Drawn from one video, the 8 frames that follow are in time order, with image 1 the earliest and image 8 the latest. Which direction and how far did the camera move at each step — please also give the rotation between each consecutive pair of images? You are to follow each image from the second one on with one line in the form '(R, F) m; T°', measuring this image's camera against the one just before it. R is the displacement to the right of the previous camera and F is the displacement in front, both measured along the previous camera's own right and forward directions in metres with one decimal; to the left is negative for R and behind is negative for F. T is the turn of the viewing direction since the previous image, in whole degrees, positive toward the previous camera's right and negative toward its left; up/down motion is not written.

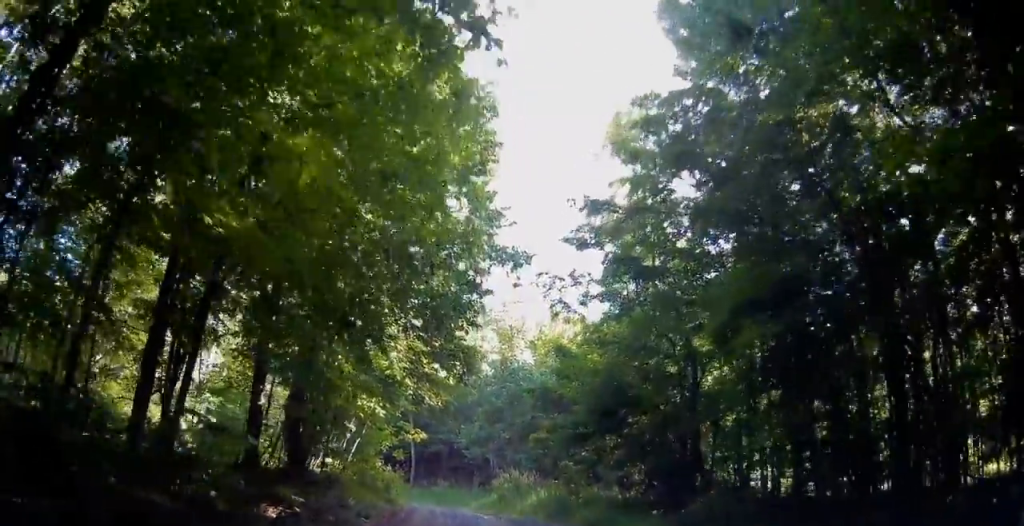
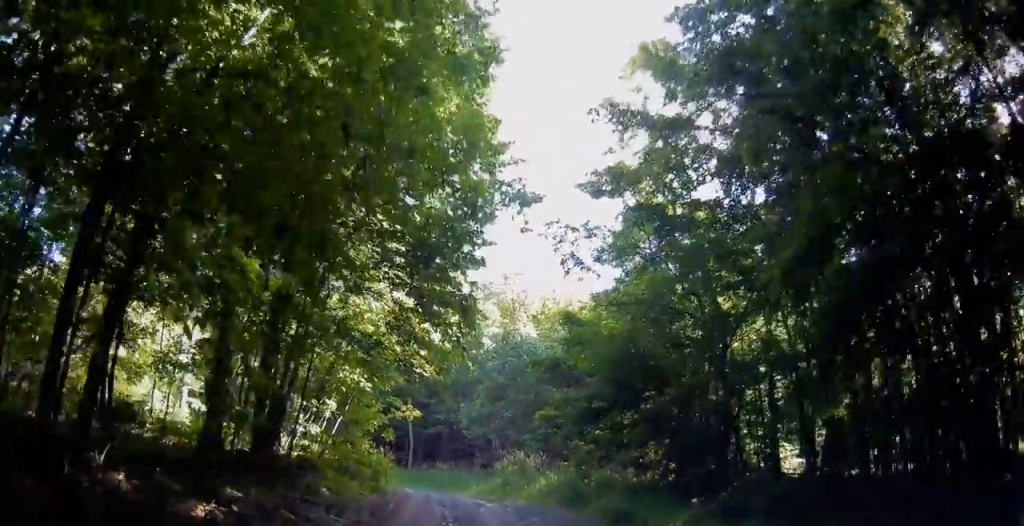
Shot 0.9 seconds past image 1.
(-0.1, +2.0) m; 0°
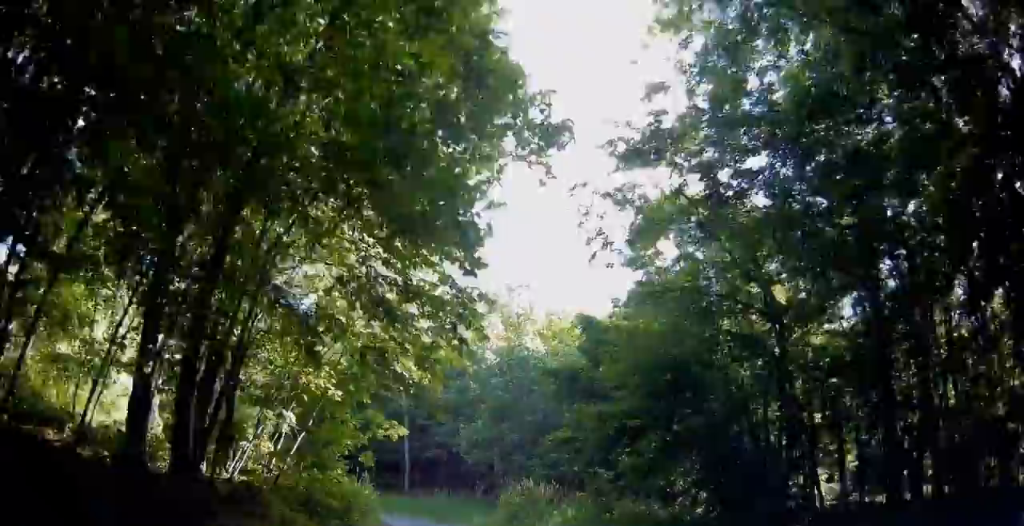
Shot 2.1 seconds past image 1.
(+0.1, +2.7) m; 0°
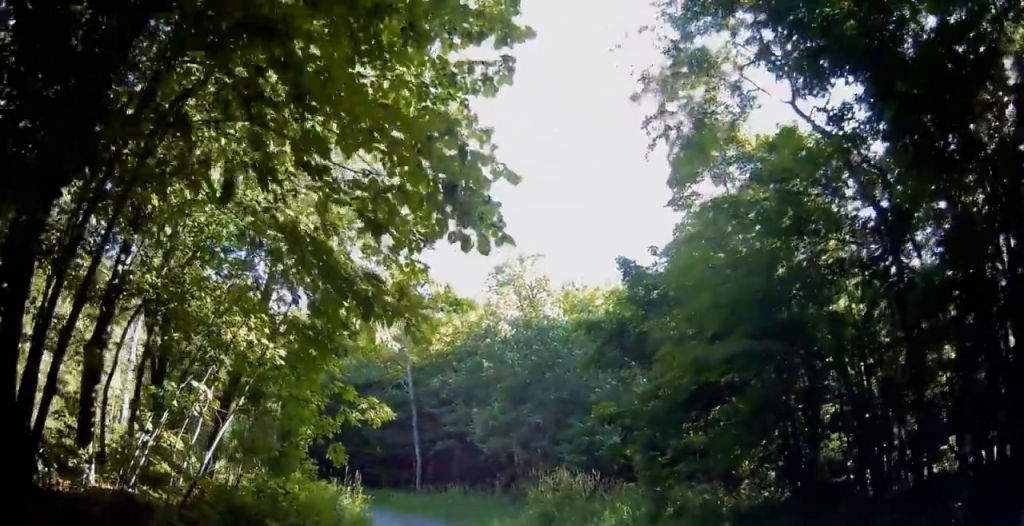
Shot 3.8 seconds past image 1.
(-0.1, +3.7) m; -2°
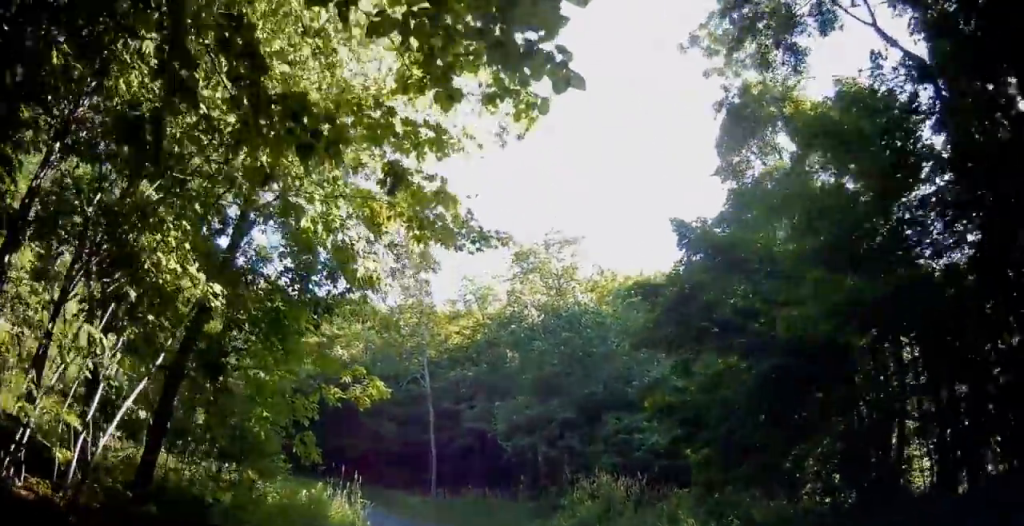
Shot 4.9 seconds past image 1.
(0.0, +2.8) m; -1°
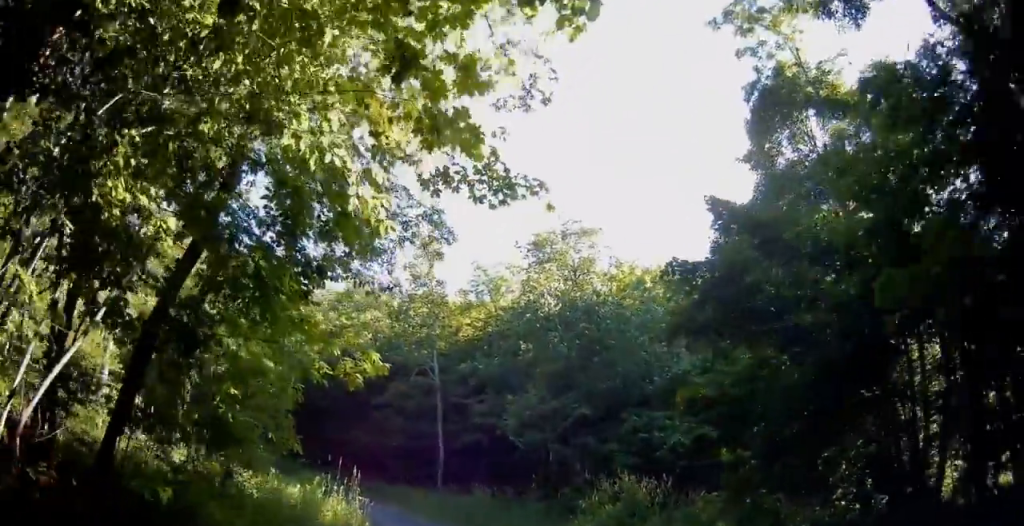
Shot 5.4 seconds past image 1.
(0.0, +1.3) m; 0°
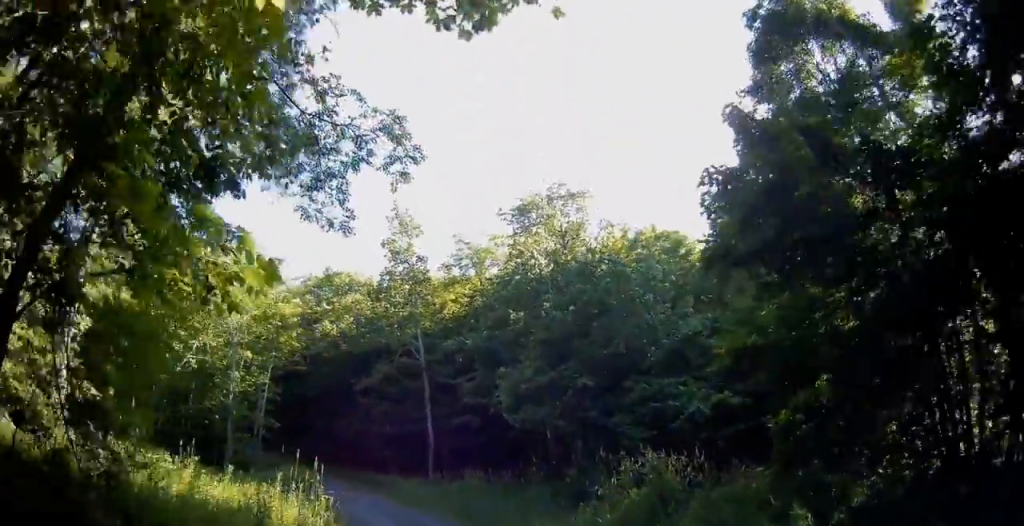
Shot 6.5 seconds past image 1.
(0.0, +2.7) m; 0°
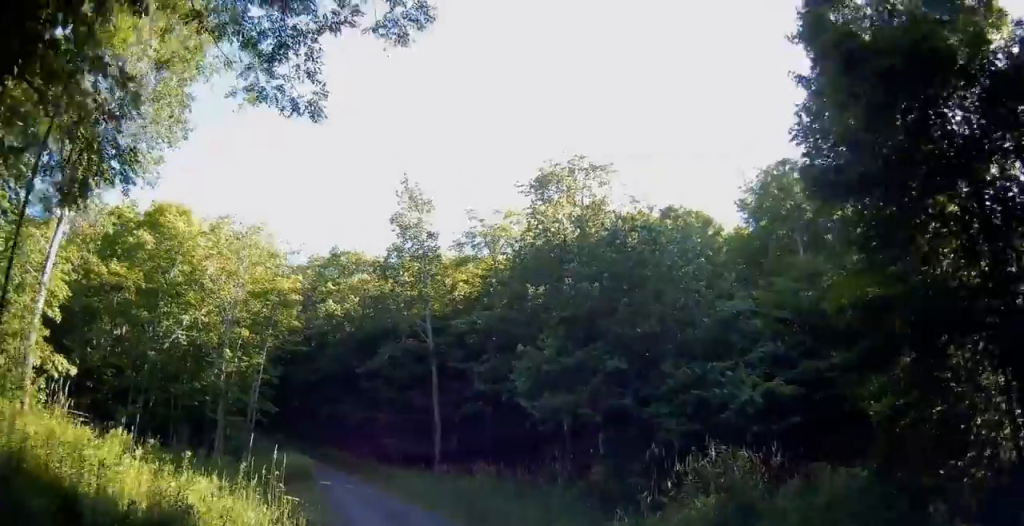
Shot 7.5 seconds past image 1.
(0.0, +2.9) m; 0°
